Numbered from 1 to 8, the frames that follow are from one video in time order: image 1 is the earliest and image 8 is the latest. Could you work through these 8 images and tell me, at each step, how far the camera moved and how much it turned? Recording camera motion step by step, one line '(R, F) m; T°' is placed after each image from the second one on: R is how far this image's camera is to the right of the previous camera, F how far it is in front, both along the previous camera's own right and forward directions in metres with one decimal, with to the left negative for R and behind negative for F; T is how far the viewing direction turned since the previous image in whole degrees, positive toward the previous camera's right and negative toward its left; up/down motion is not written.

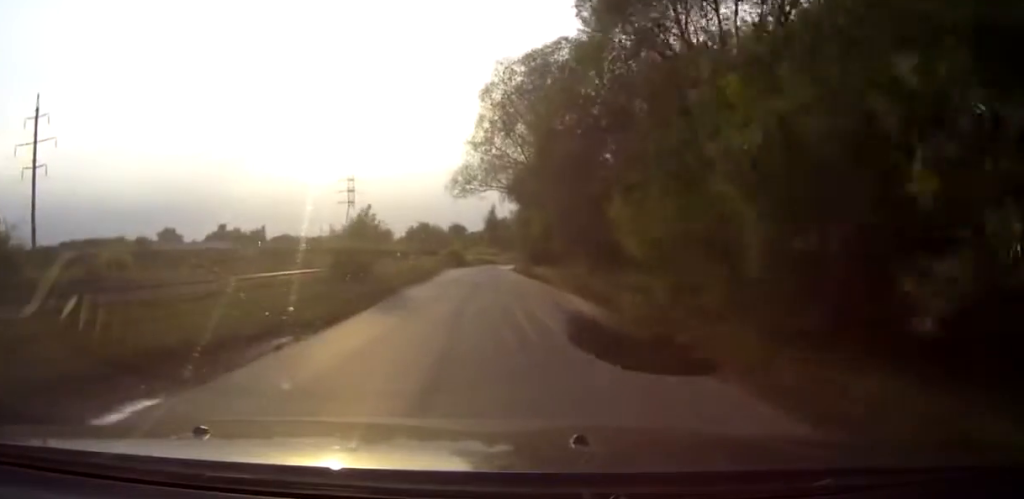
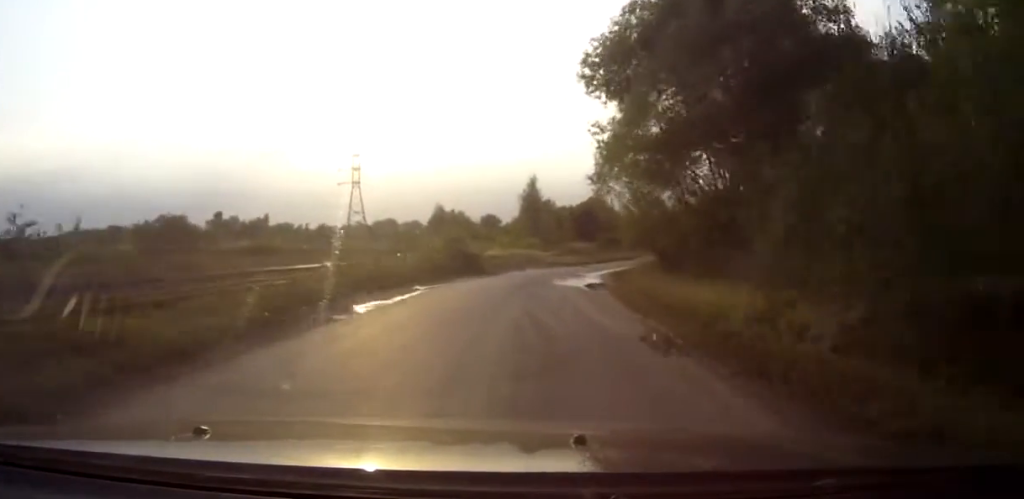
(-1.7, +52.1) m; -2°
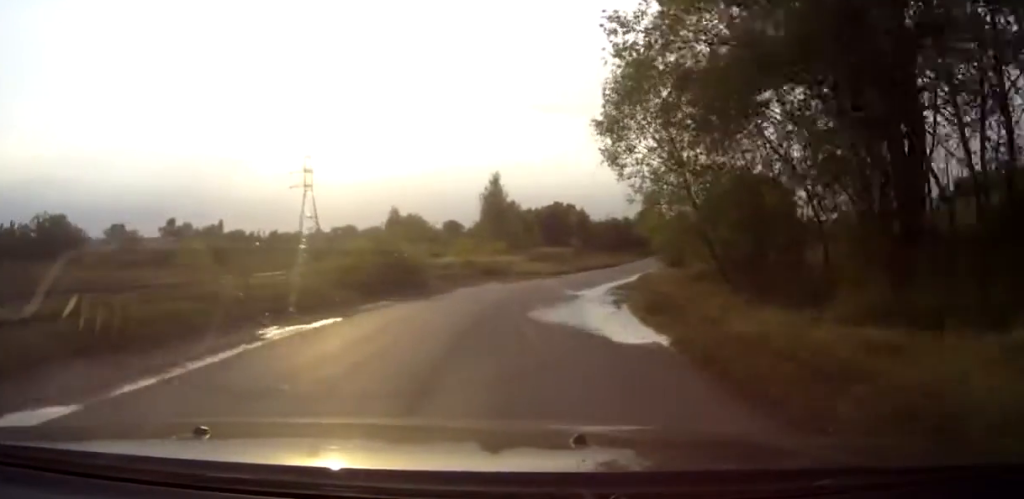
(+0.1, +13.3) m; +2°
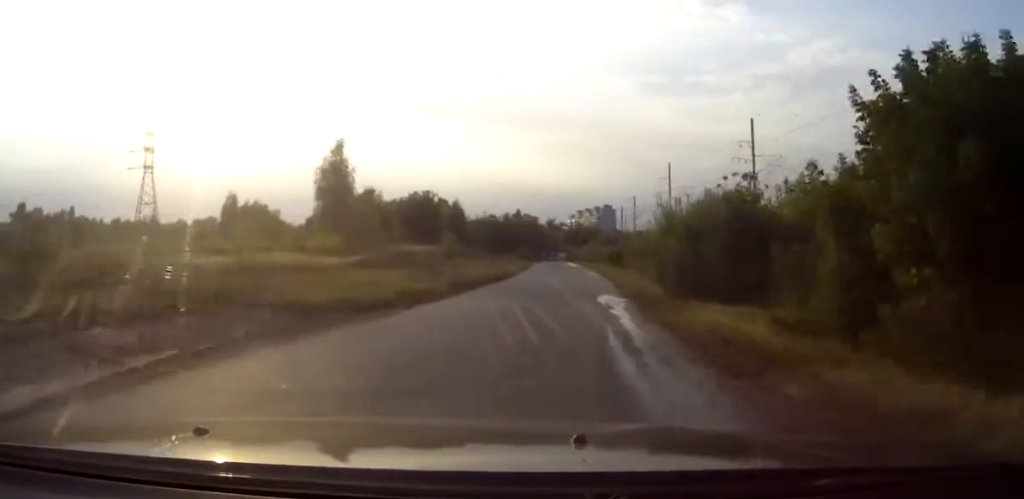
(+1.9, +28.2) m; +9°
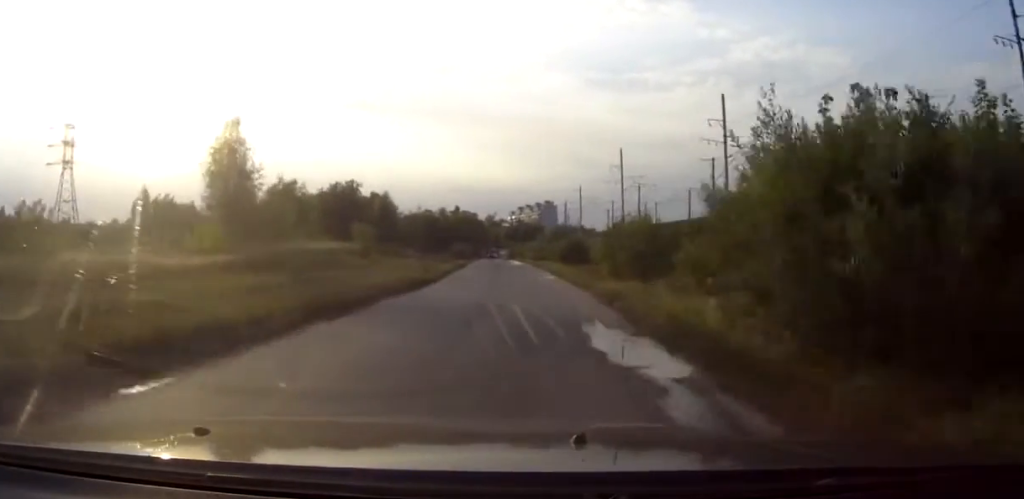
(+0.3, +12.0) m; +4°
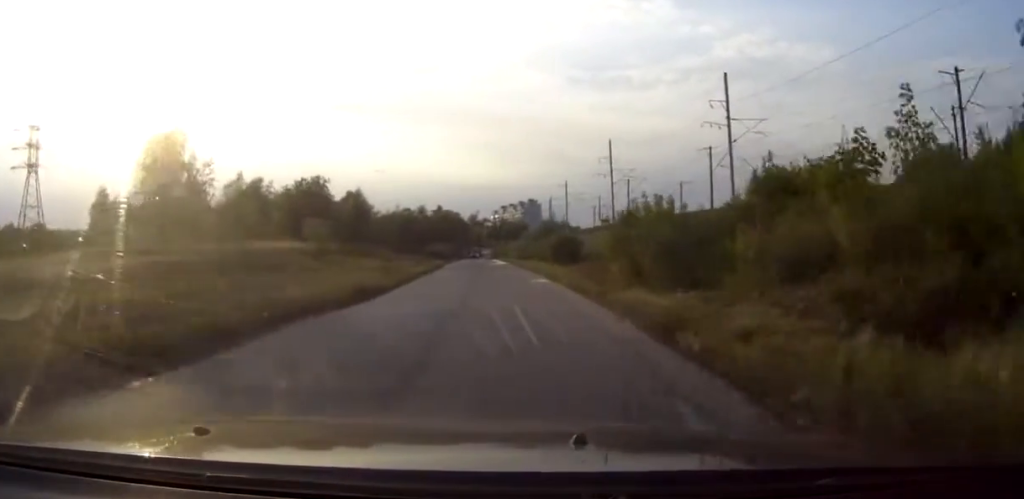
(+0.4, +8.3) m; +1°
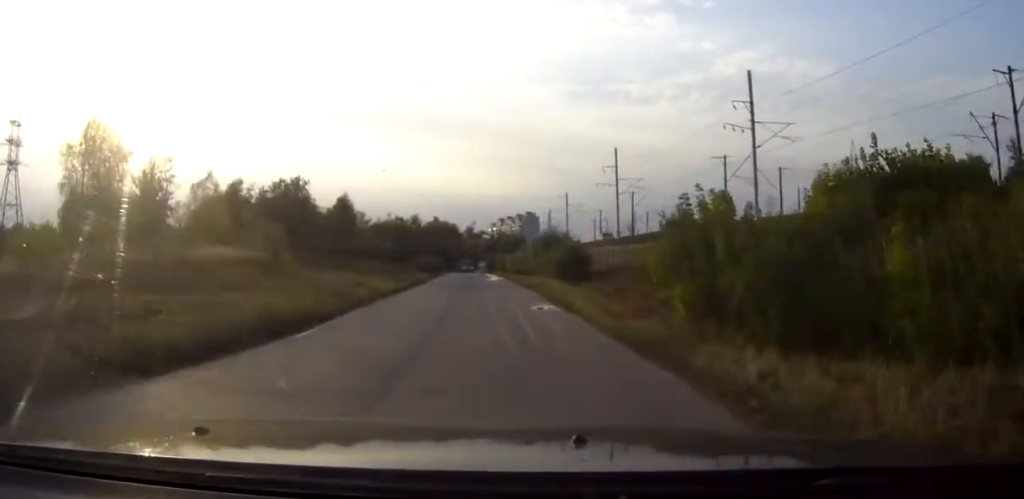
(+0.2, +7.6) m; +1°
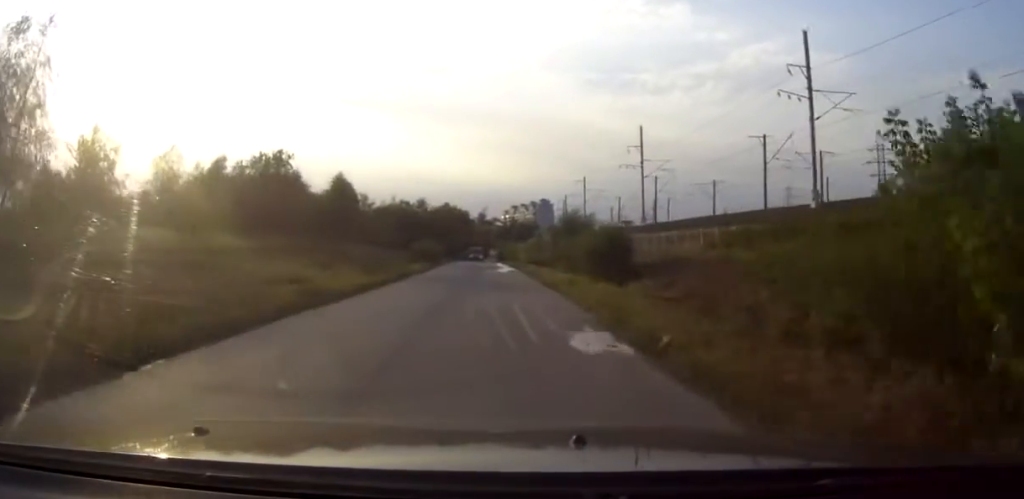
(0.0, +10.0) m; 0°
